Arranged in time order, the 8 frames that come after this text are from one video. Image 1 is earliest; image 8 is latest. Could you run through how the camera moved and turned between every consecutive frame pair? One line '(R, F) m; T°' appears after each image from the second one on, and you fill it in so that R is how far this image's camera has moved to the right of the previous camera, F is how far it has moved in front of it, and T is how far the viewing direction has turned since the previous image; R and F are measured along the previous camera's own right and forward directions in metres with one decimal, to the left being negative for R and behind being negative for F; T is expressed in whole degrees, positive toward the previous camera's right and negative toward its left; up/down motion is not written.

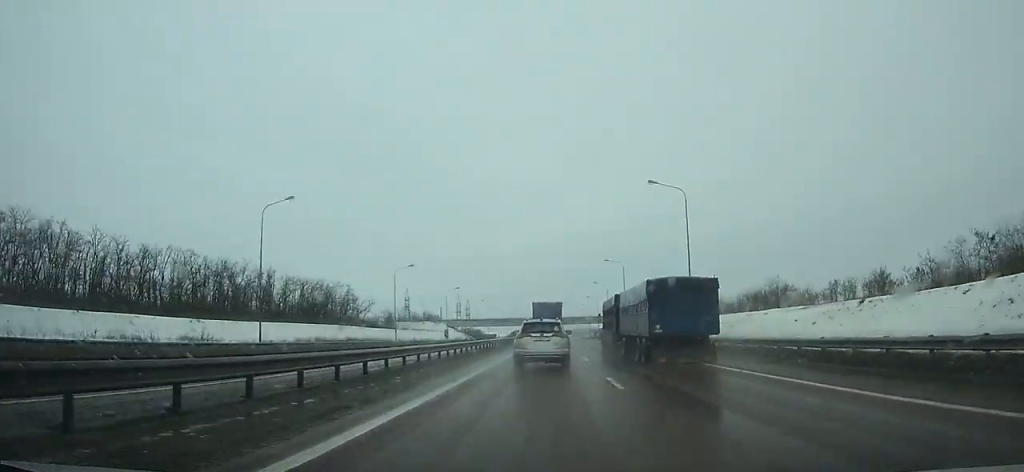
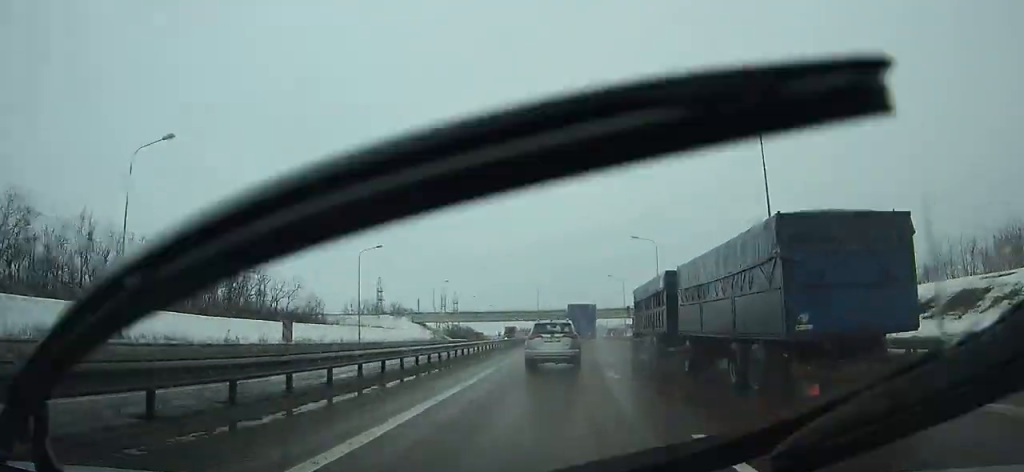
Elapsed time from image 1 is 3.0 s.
(-0.1, +57.4) m; 0°
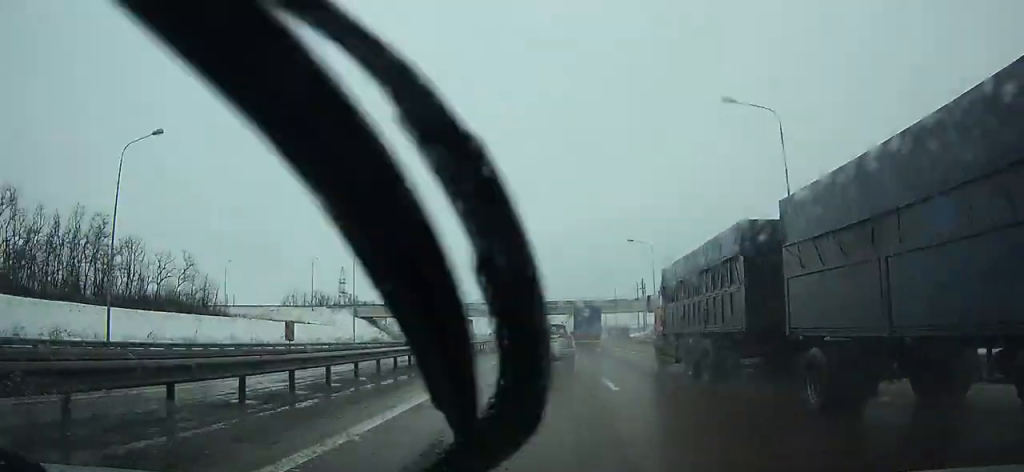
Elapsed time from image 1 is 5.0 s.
(+0.2, +39.9) m; 0°
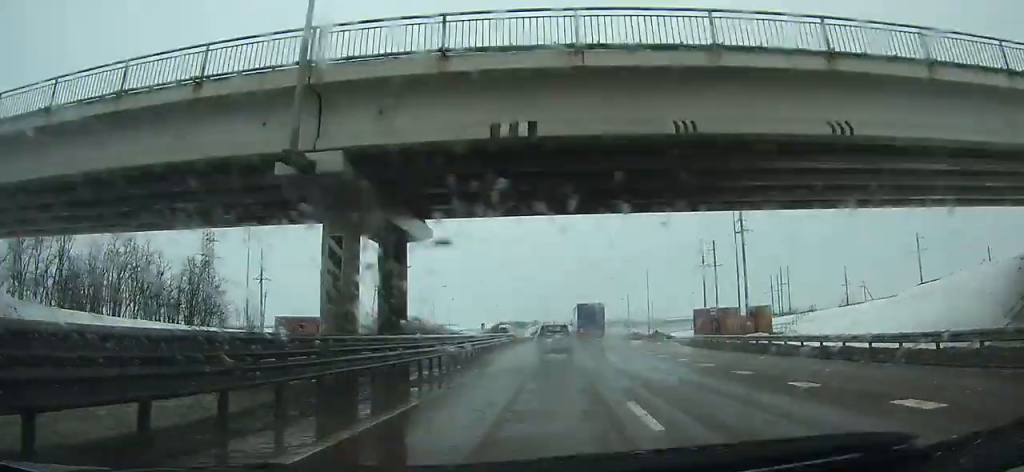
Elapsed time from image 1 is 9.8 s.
(+0.1, +101.5) m; 0°
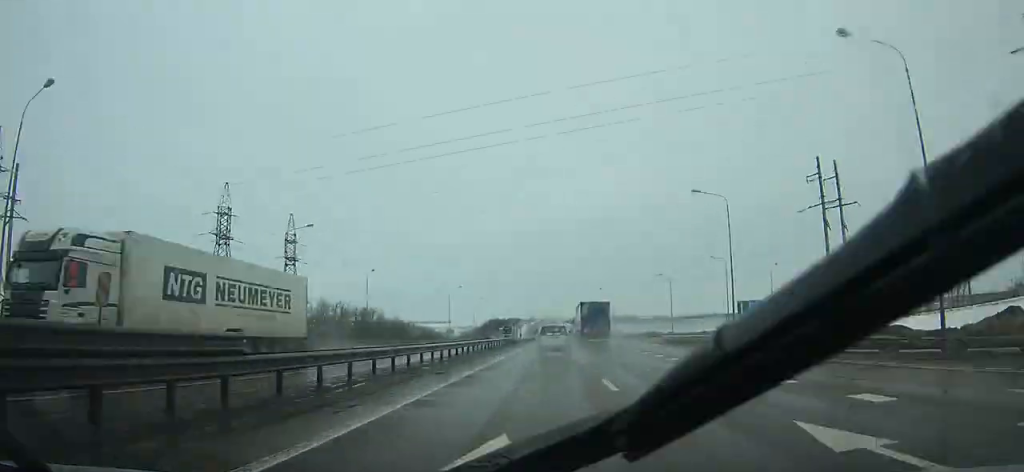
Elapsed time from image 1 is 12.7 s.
(+0.1, +66.2) m; 0°
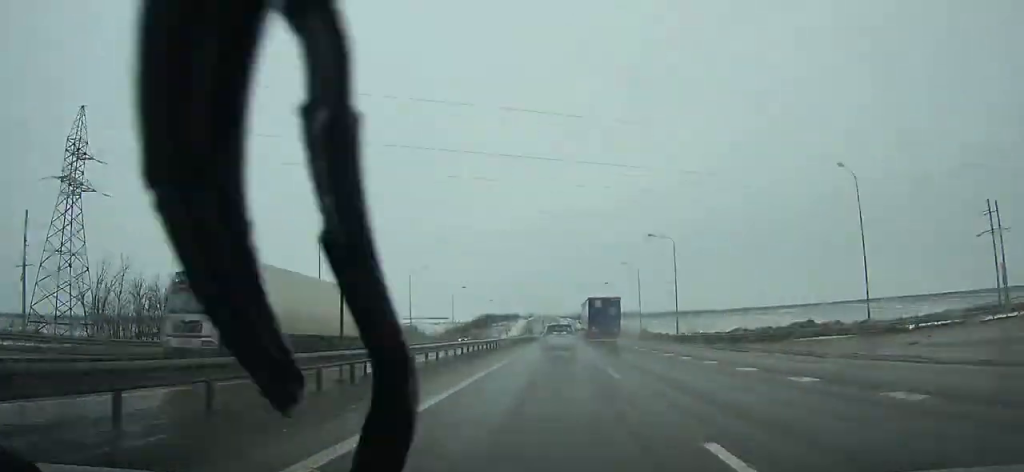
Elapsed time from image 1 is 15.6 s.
(-0.1, +69.7) m; 0°
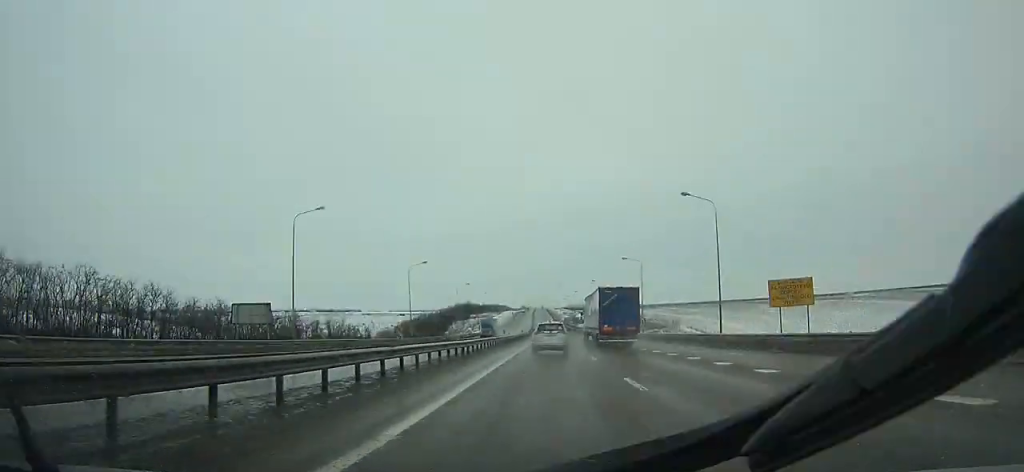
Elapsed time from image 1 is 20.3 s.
(+0.7, +118.6) m; 0°
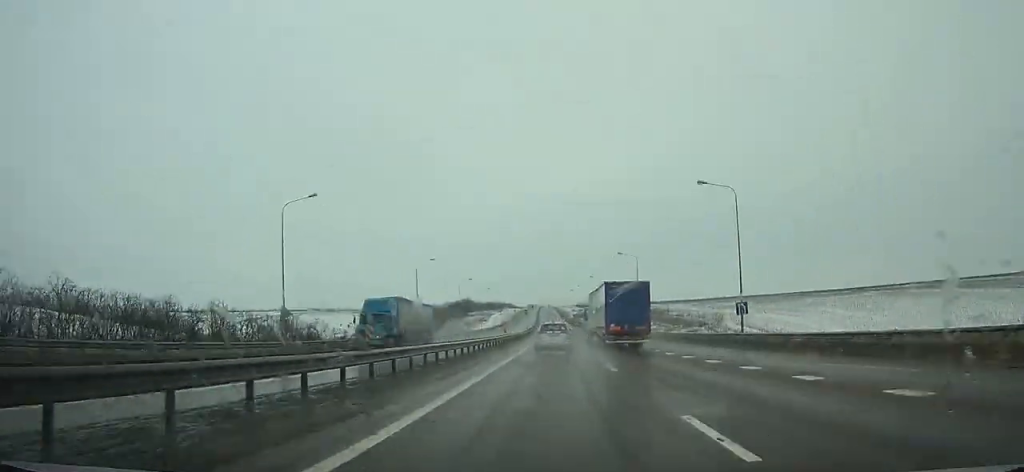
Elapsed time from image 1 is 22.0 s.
(+0.1, +44.0) m; 0°
